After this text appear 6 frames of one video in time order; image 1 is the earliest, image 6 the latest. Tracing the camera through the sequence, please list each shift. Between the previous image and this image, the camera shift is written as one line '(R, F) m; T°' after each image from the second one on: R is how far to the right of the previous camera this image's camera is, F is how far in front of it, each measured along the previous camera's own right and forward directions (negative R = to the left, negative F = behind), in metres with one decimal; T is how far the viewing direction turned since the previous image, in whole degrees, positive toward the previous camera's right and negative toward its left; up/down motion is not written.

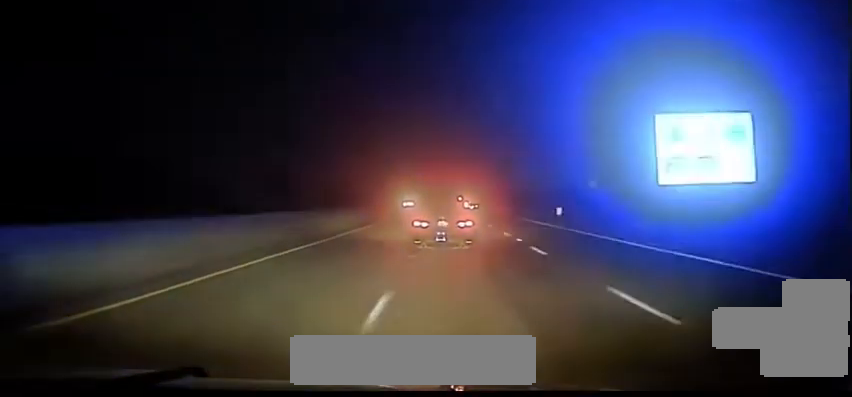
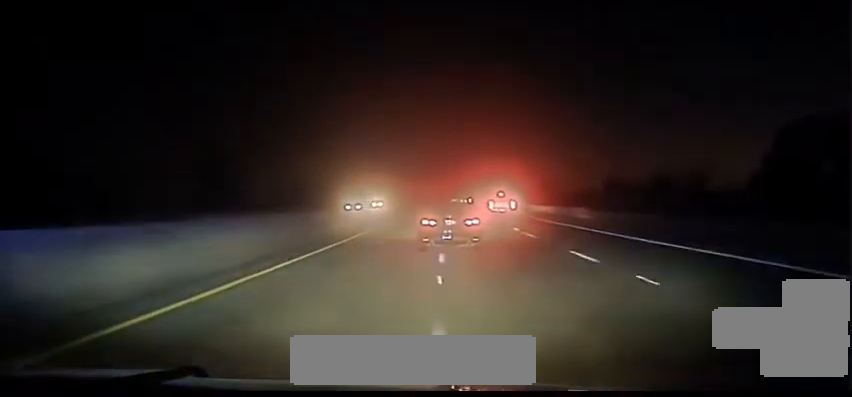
(+0.6, +92.9) m; 0°
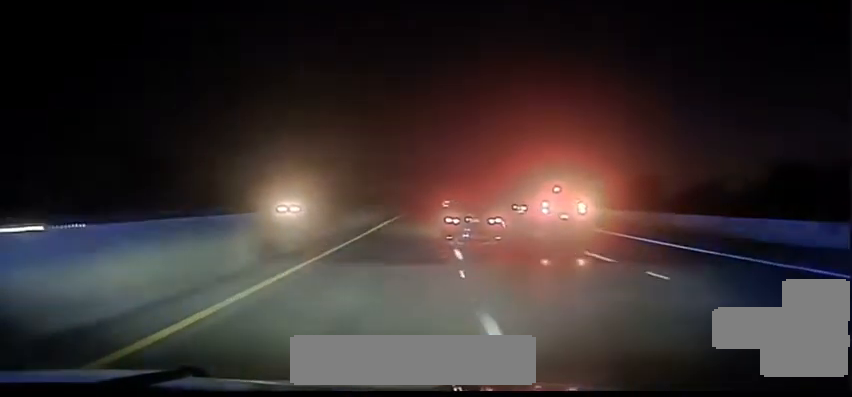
(-0.3, +46.6) m; 0°
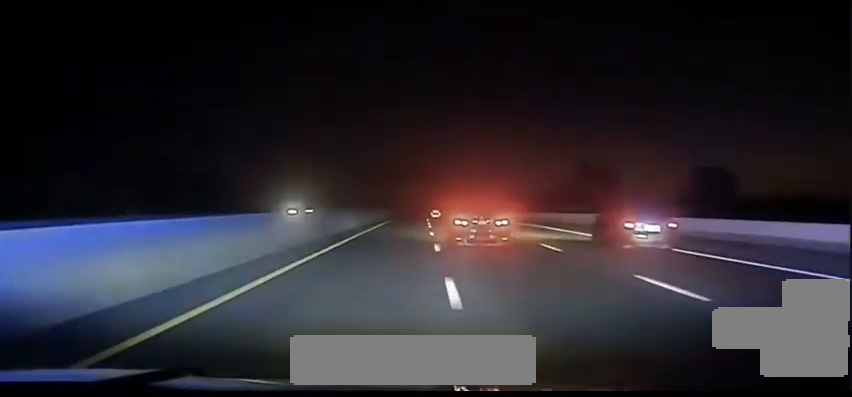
(+0.8, +59.5) m; +1°
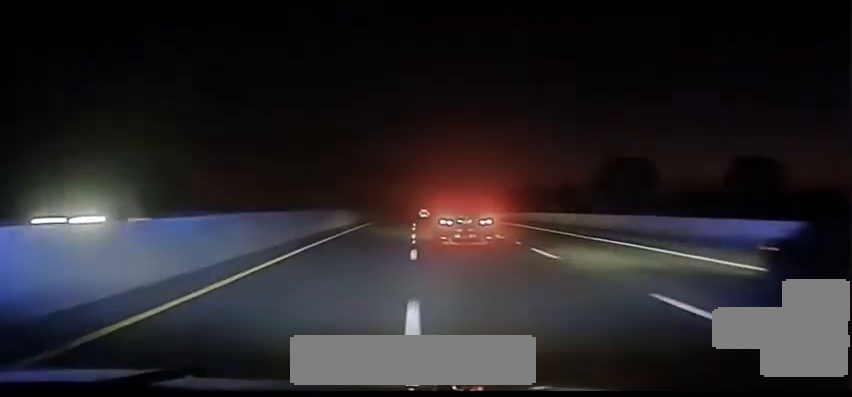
(+0.1, +23.3) m; 0°
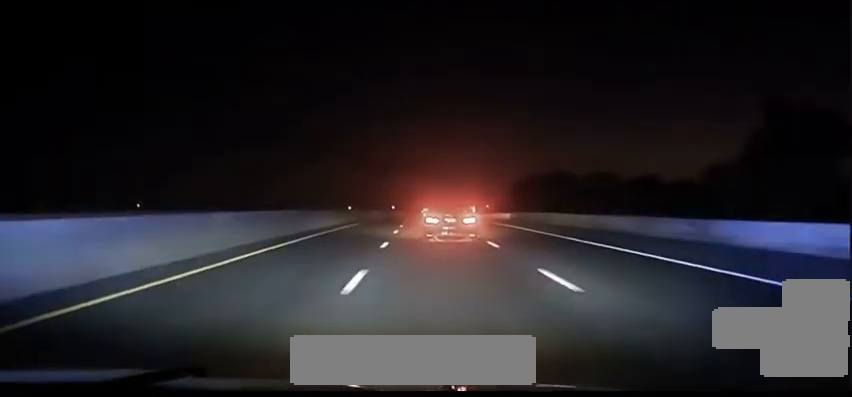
(+0.1, +48.8) m; 0°
